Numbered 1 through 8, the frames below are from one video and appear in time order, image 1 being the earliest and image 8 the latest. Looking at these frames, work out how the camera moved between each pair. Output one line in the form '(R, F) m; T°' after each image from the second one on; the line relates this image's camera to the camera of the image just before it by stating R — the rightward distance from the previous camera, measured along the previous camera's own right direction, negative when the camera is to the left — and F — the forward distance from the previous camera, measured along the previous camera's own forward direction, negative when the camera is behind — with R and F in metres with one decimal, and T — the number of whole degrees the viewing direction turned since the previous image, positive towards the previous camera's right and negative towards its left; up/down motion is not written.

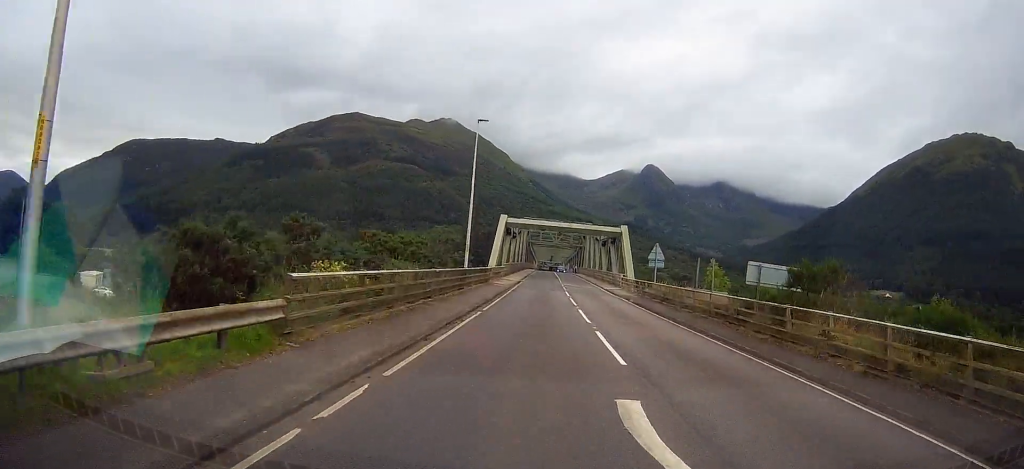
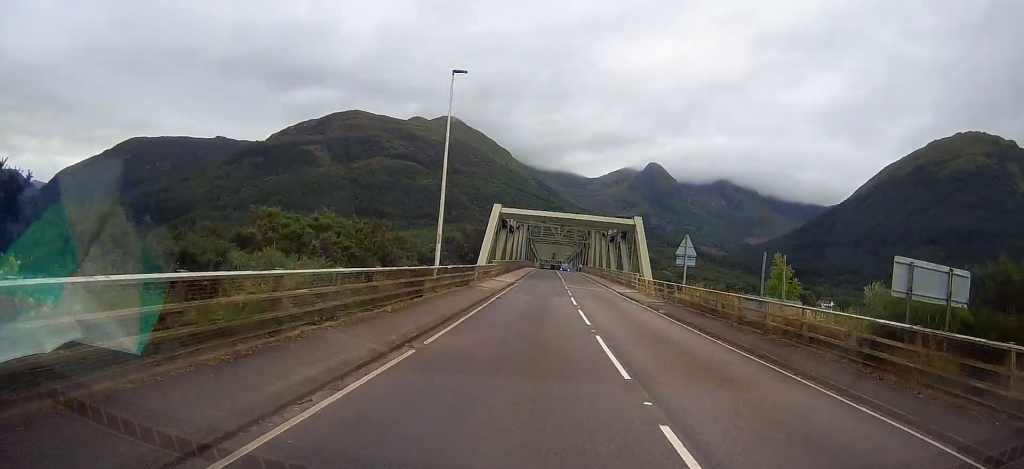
(0.0, +10.4) m; 0°
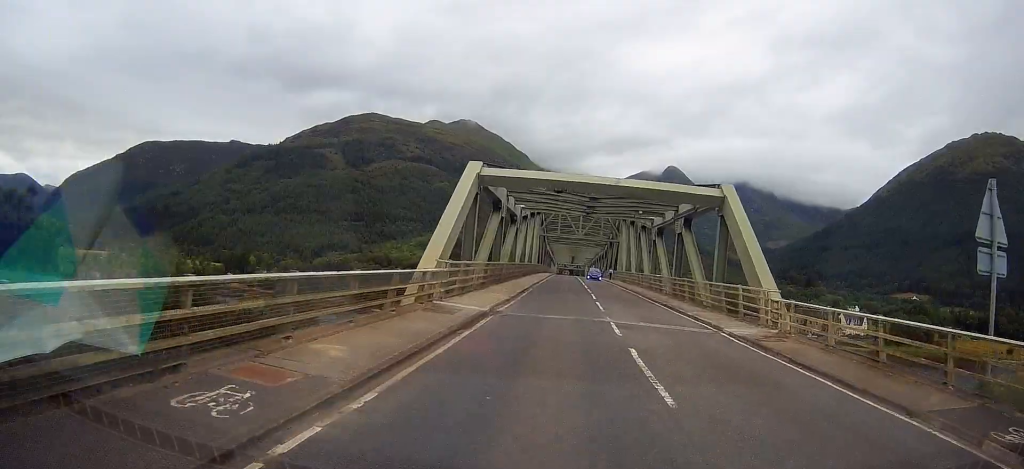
(-0.1, +27.3) m; -1°
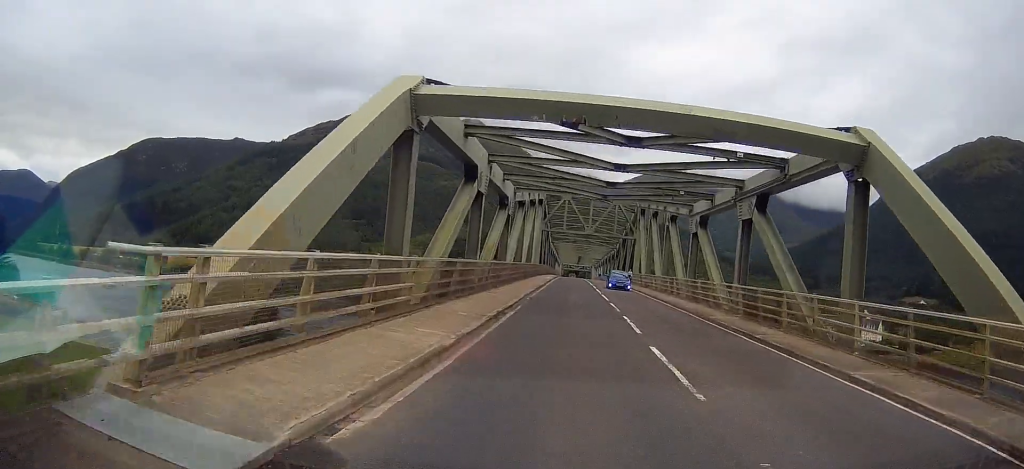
(-0.2, +16.0) m; 0°
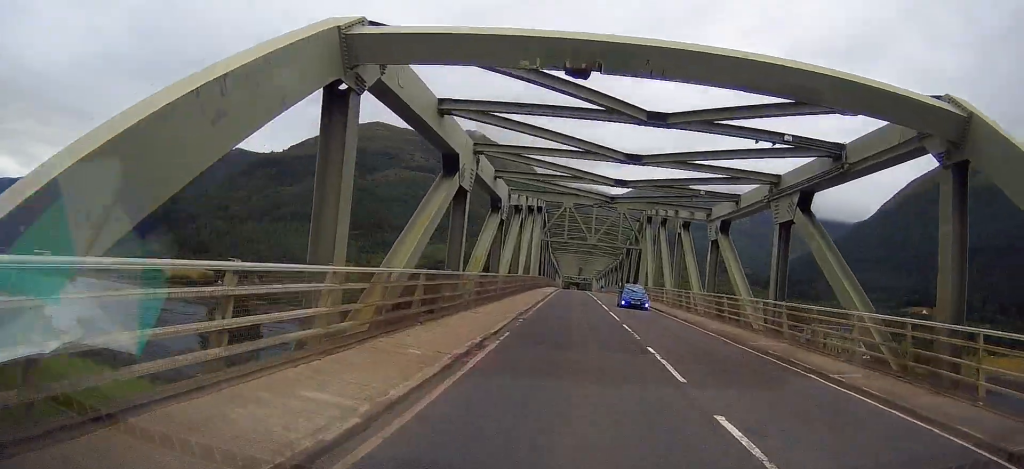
(+0.1, +5.6) m; 0°
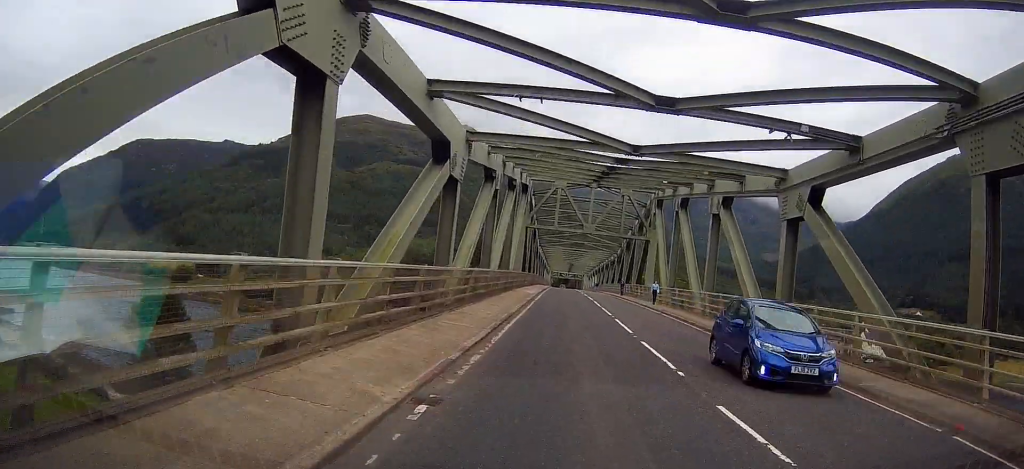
(-0.1, +15.1) m; 0°
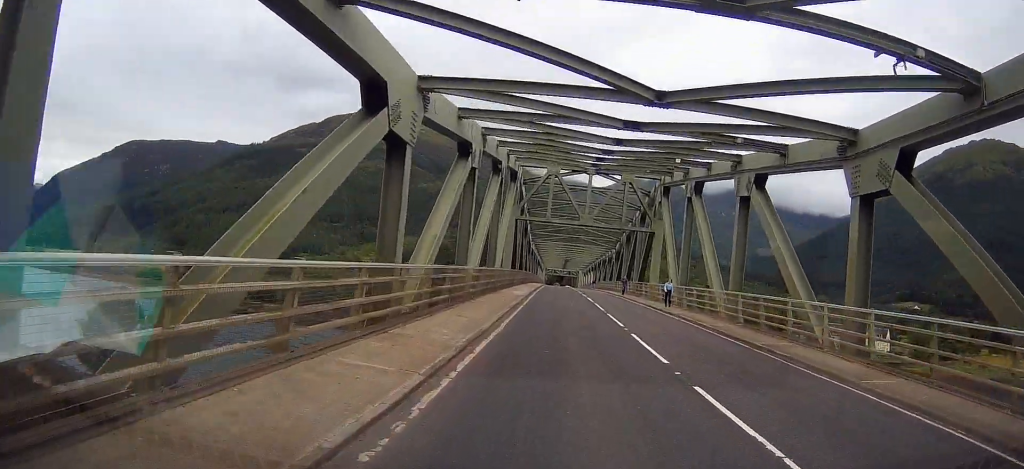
(0.0, +7.2) m; 0°
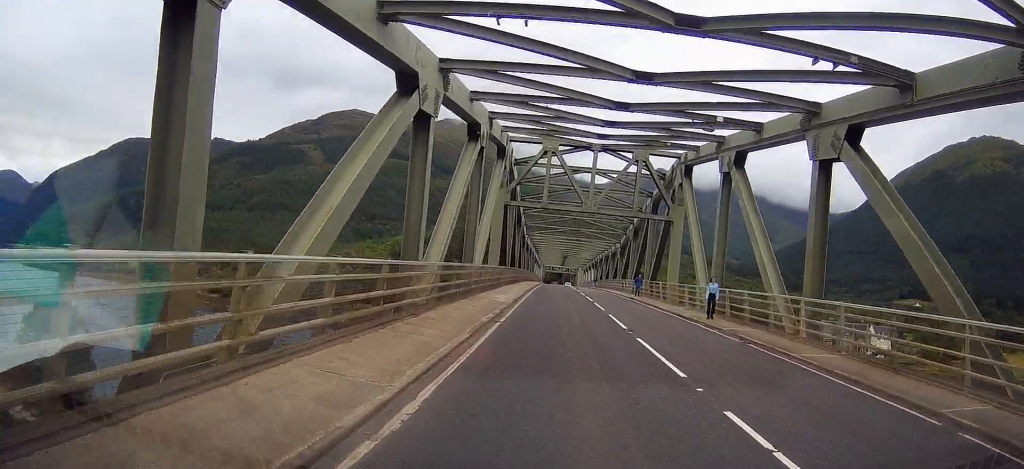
(+0.2, +10.5) m; +1°
